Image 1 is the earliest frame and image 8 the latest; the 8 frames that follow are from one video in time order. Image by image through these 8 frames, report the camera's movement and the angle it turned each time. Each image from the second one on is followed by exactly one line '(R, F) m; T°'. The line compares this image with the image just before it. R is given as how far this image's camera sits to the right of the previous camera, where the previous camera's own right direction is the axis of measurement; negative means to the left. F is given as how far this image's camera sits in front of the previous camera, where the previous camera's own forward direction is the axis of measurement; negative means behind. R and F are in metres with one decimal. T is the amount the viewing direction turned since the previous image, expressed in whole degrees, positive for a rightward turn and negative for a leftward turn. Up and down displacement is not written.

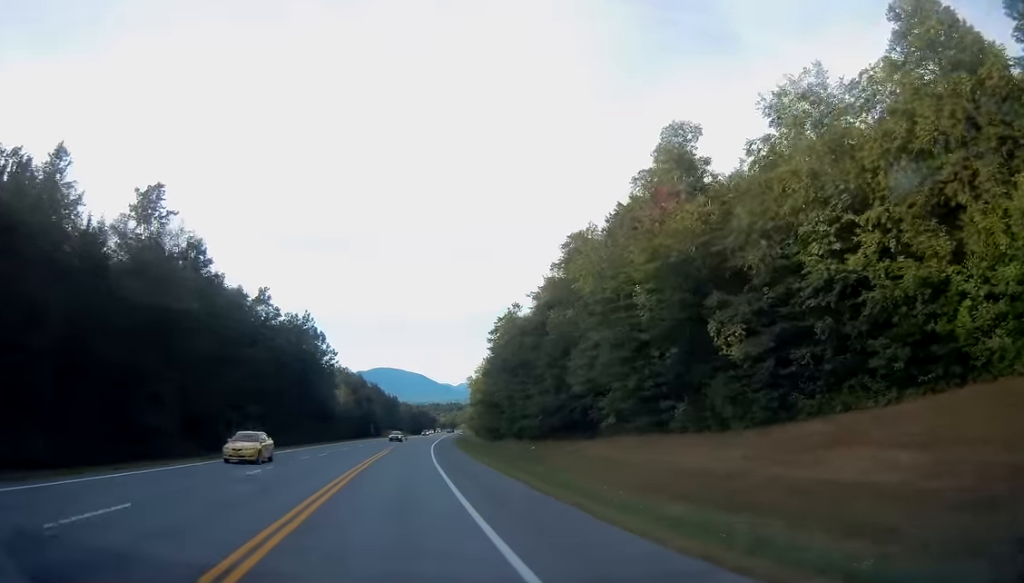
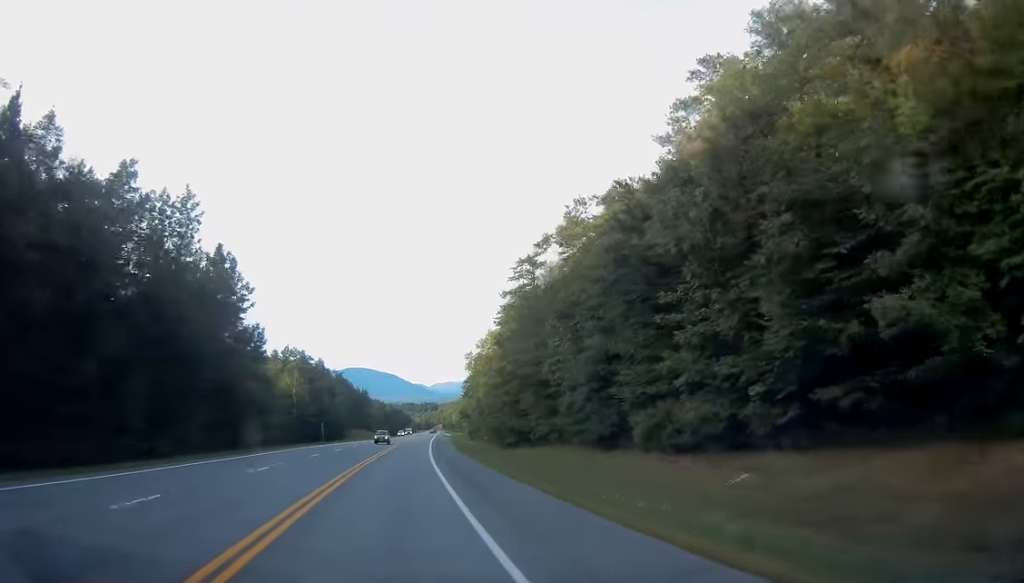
(+0.5, +46.3) m; +2°
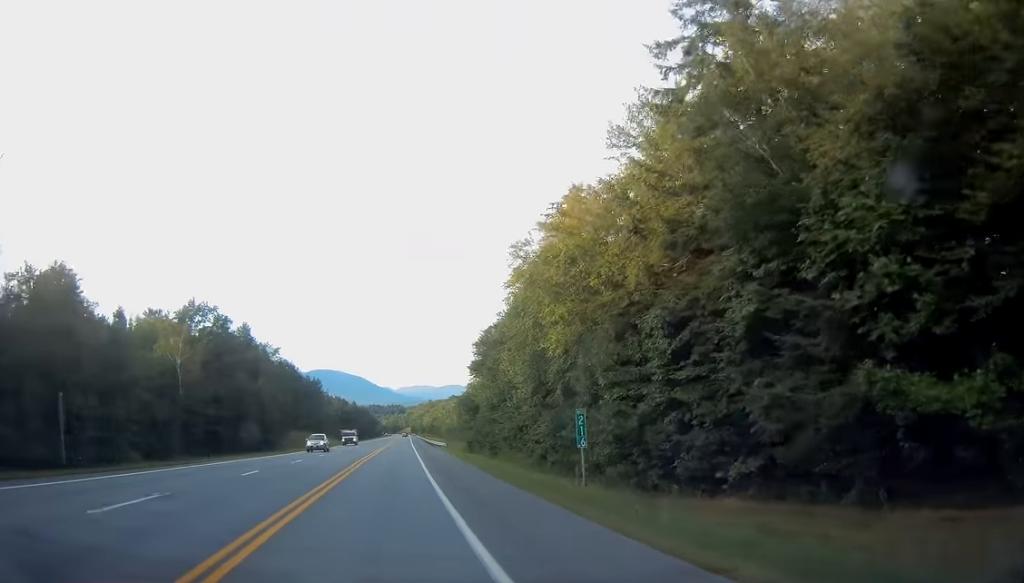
(+1.3, +62.0) m; +3°
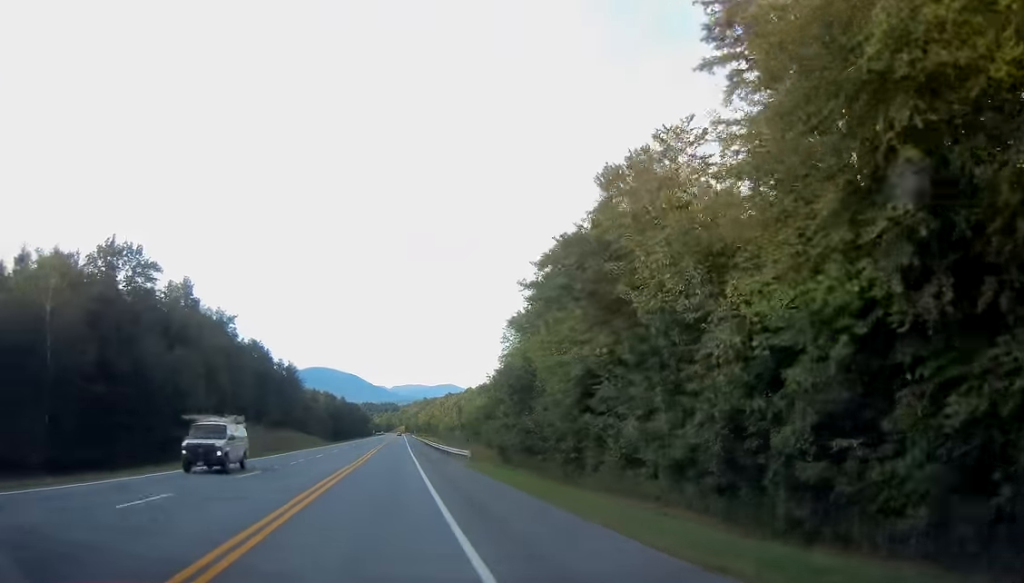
(+0.7, +35.5) m; +1°
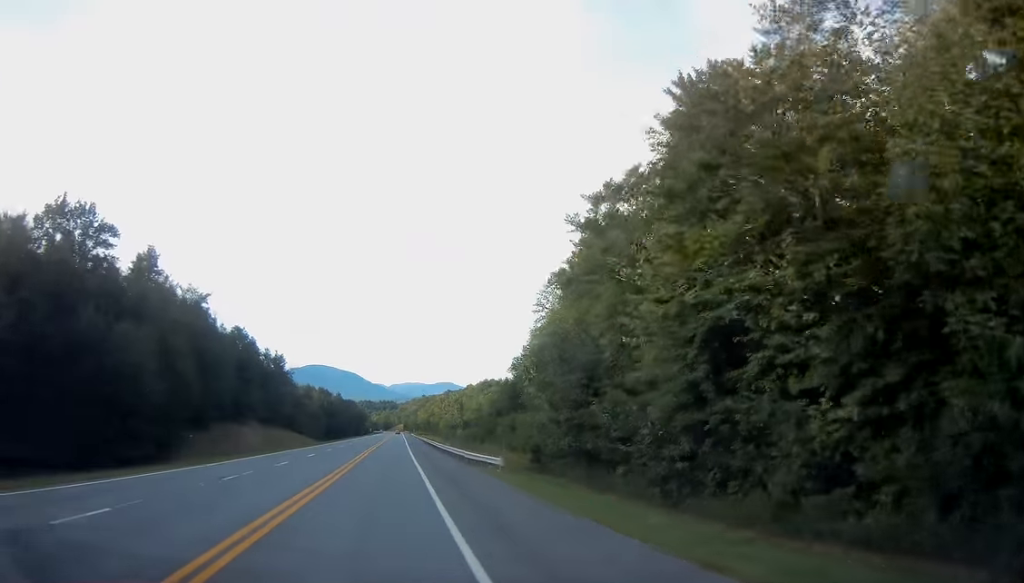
(0.0, +15.0) m; 0°
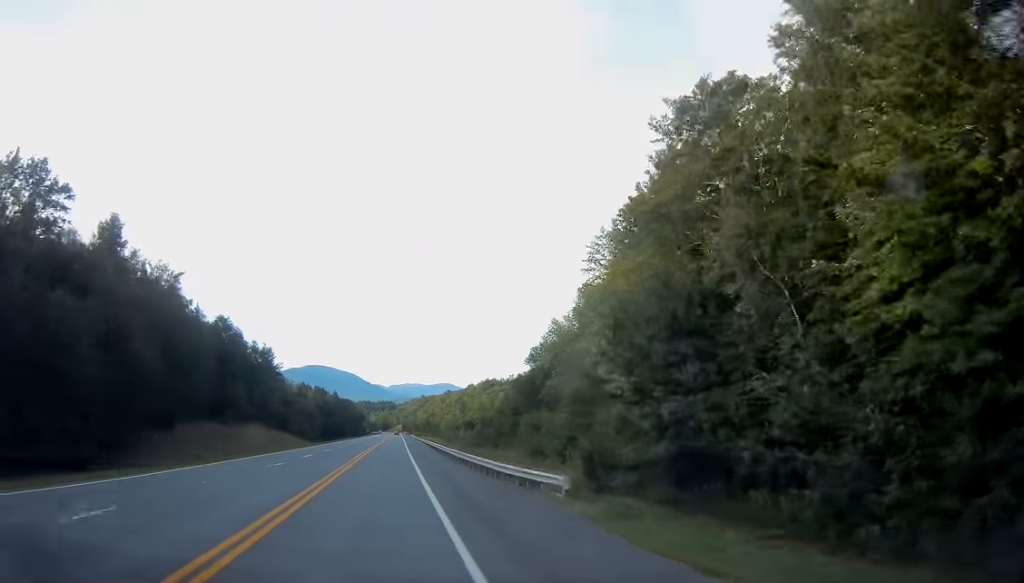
(-0.1, +12.4) m; 0°
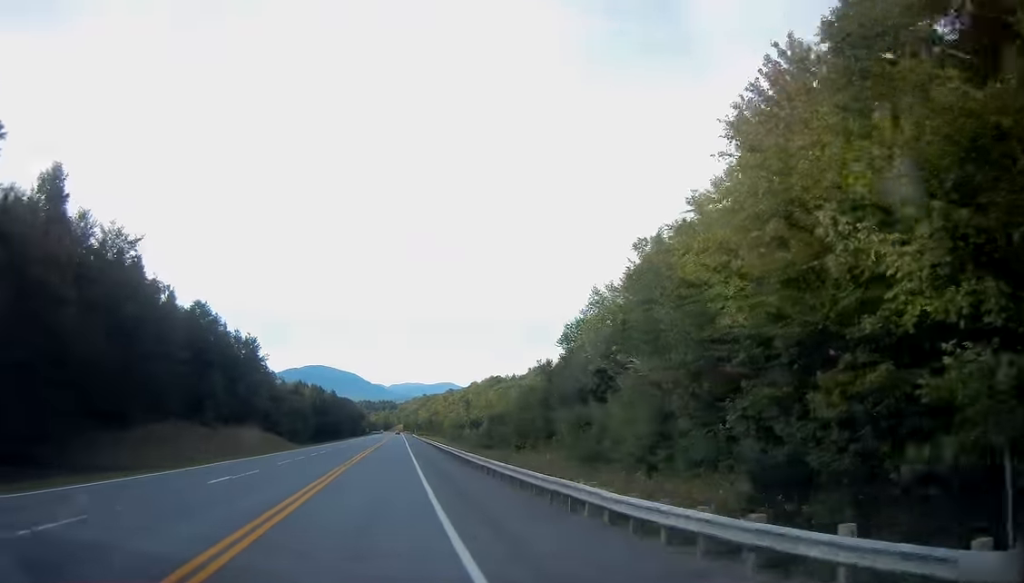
(0.0, +14.9) m; 0°
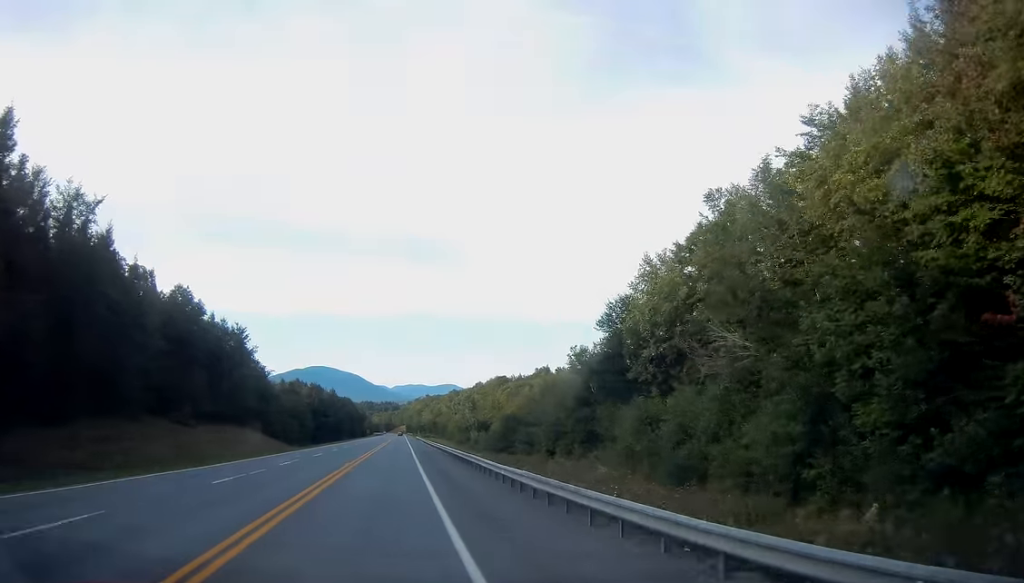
(+0.2, +11.4) m; 0°
